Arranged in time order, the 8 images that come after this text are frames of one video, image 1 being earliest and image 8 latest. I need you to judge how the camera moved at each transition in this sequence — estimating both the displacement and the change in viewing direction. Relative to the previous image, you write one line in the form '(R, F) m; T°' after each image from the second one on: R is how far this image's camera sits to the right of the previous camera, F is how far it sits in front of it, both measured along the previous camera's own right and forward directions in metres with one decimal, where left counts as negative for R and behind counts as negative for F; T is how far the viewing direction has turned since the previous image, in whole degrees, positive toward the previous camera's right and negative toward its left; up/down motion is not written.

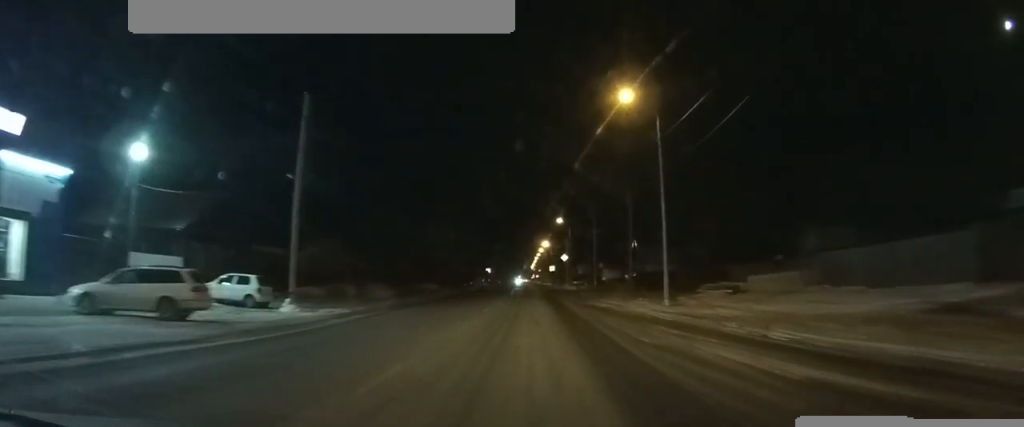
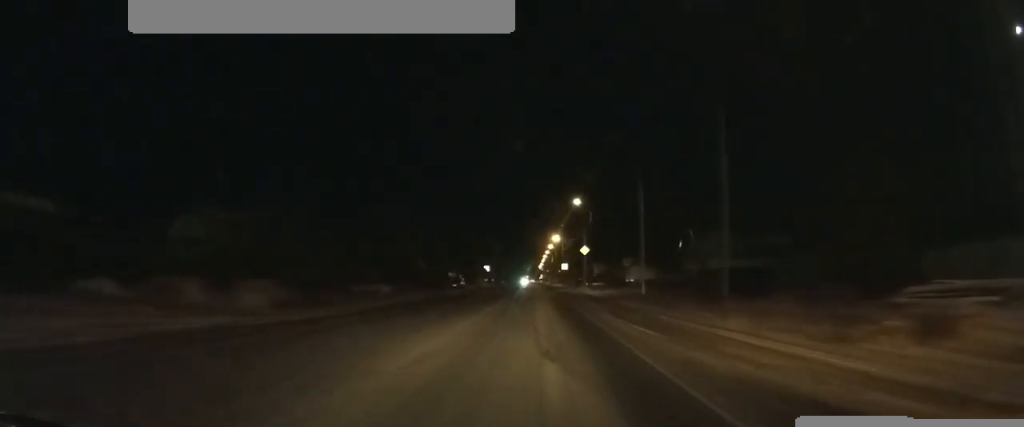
(-0.2, +23.1) m; 0°
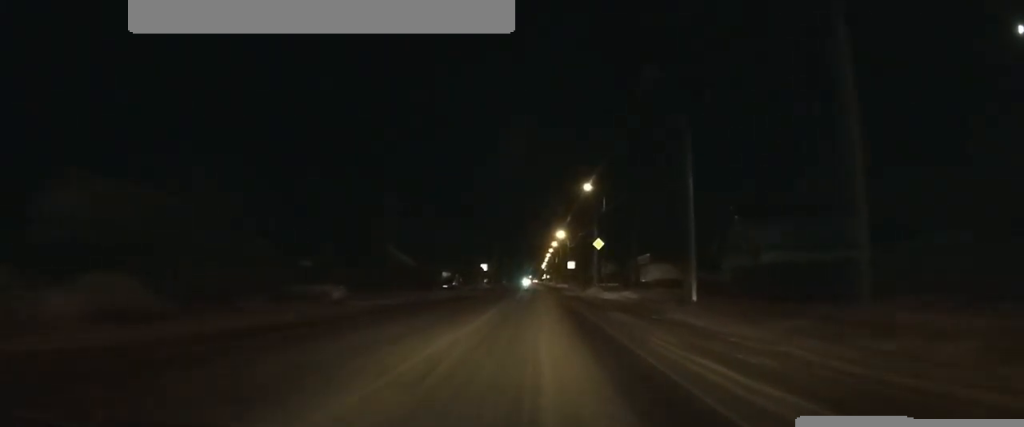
(0.0, +11.1) m; 0°
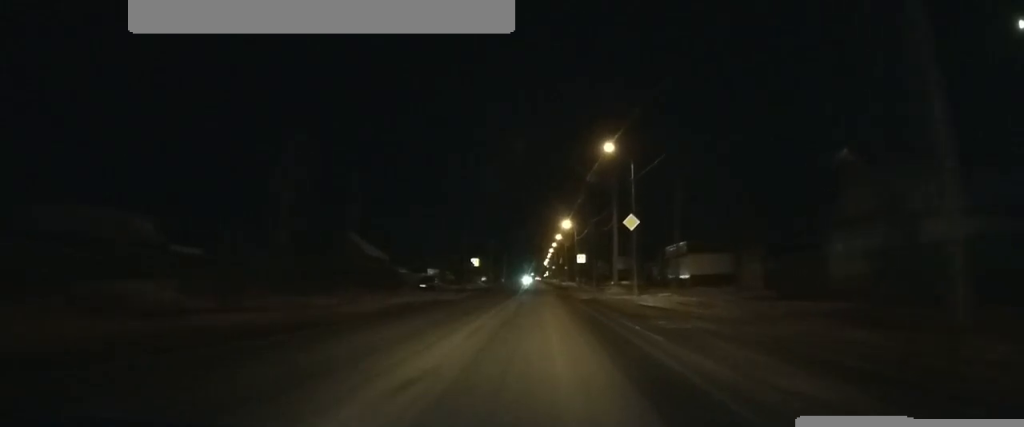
(0.0, +16.4) m; 0°
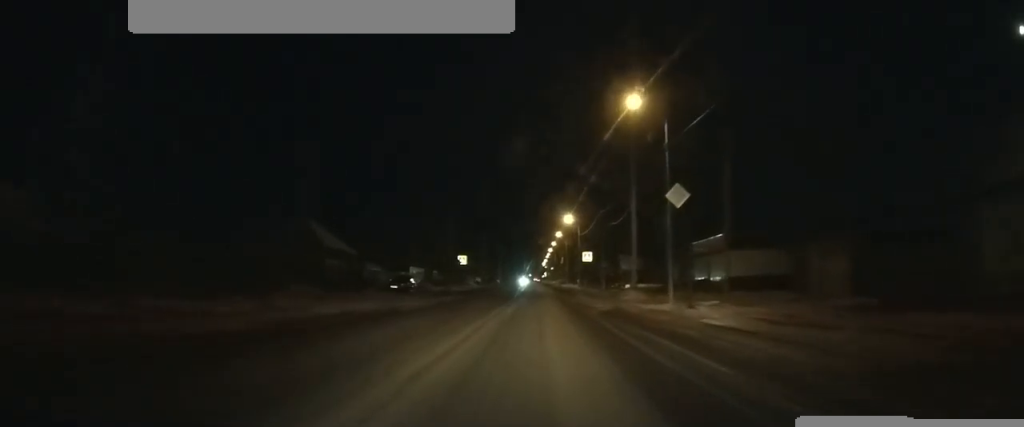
(0.0, +11.1) m; 0°
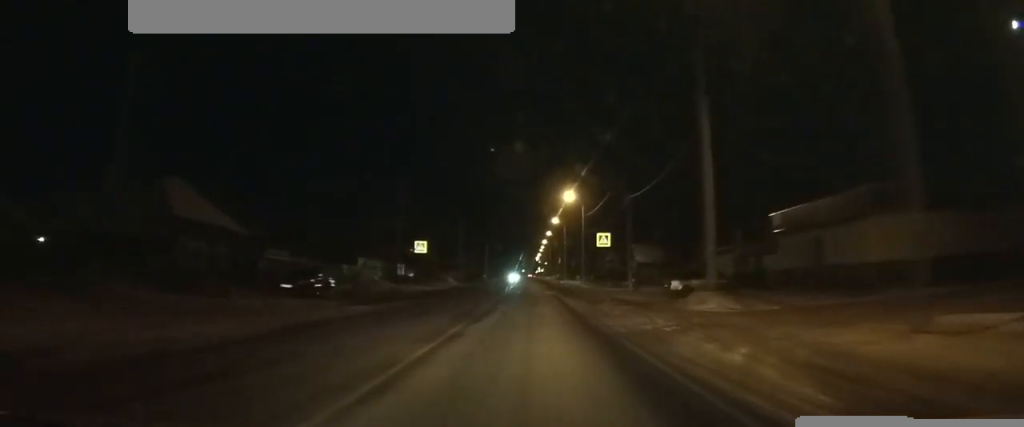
(0.0, +20.1) m; 0°
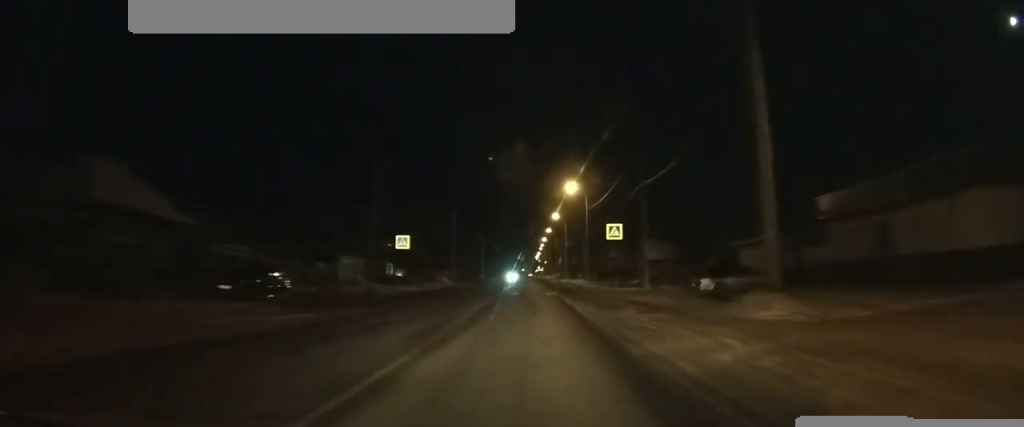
(0.0, +5.9) m; 0°
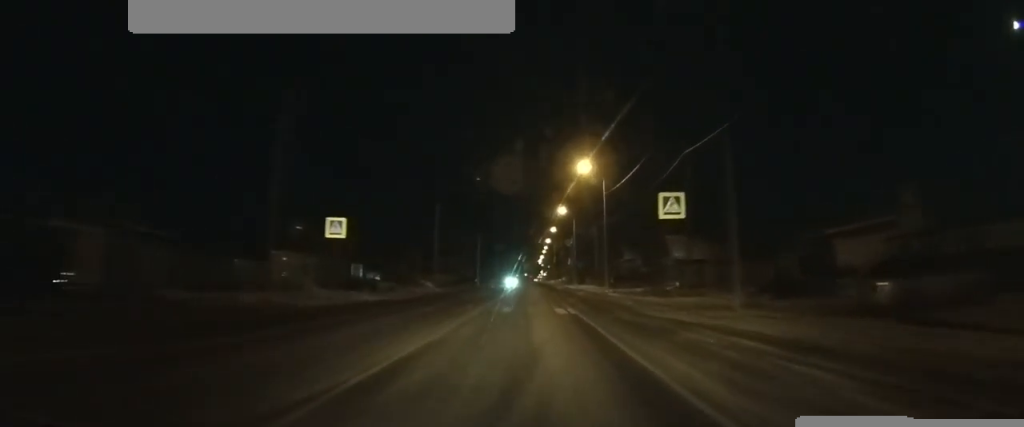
(0.0, +14.0) m; 0°
